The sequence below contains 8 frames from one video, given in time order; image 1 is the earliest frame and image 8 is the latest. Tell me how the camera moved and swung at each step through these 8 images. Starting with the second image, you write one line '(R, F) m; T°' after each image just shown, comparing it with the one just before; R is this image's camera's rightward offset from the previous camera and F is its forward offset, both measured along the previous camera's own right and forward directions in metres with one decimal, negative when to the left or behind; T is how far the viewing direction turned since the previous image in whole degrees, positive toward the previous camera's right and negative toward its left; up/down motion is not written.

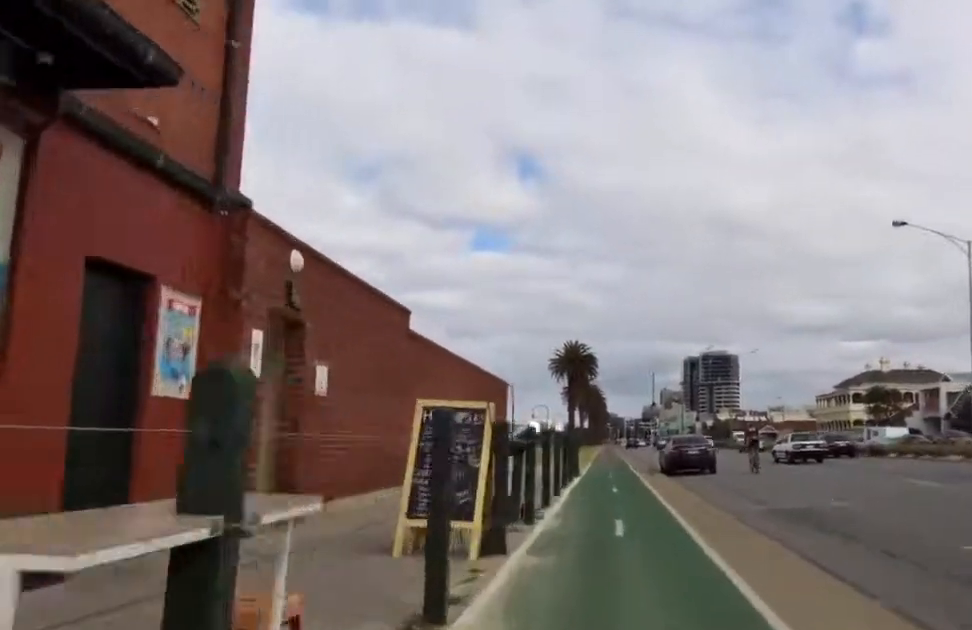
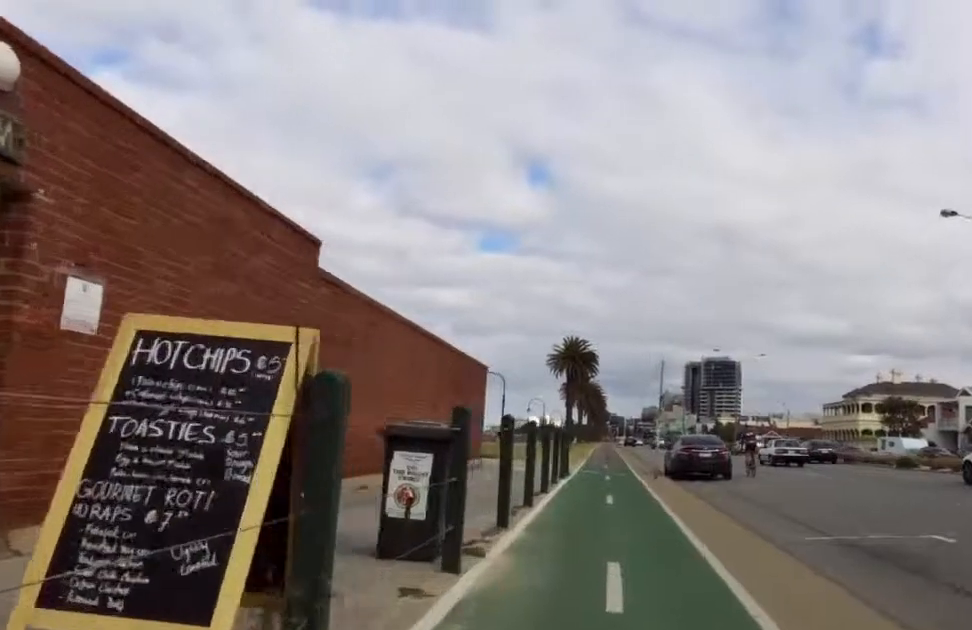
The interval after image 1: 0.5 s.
(+0.2, +4.4) m; +3°
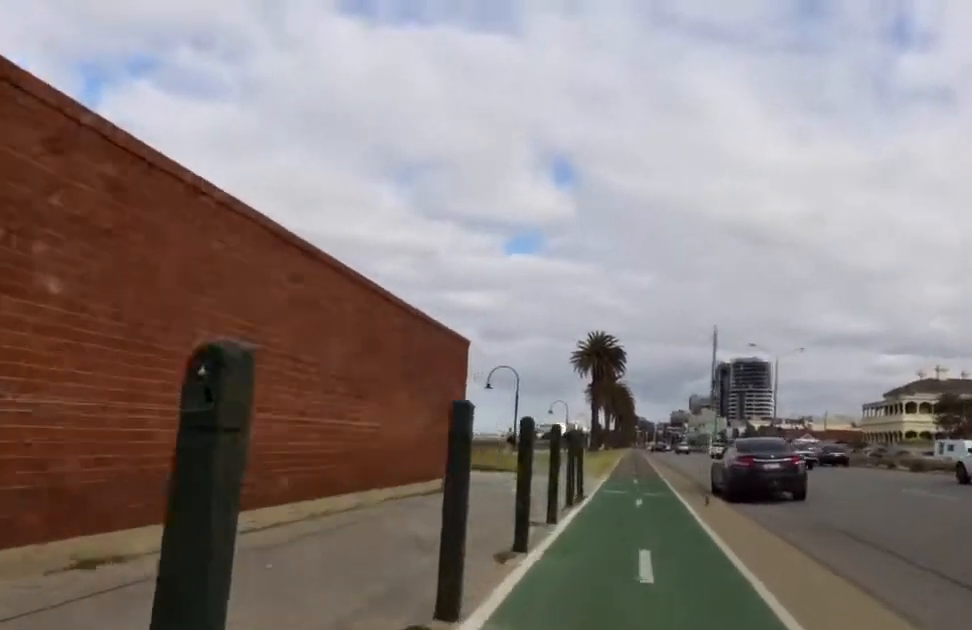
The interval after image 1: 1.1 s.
(+0.3, +6.3) m; +2°
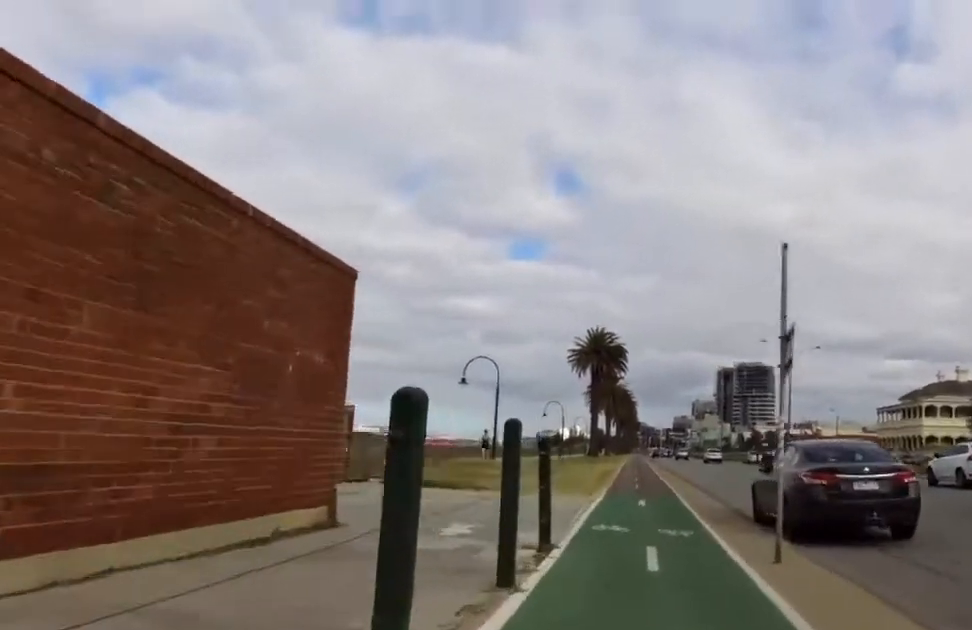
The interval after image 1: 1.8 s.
(+0.5, +6.5) m; -2°
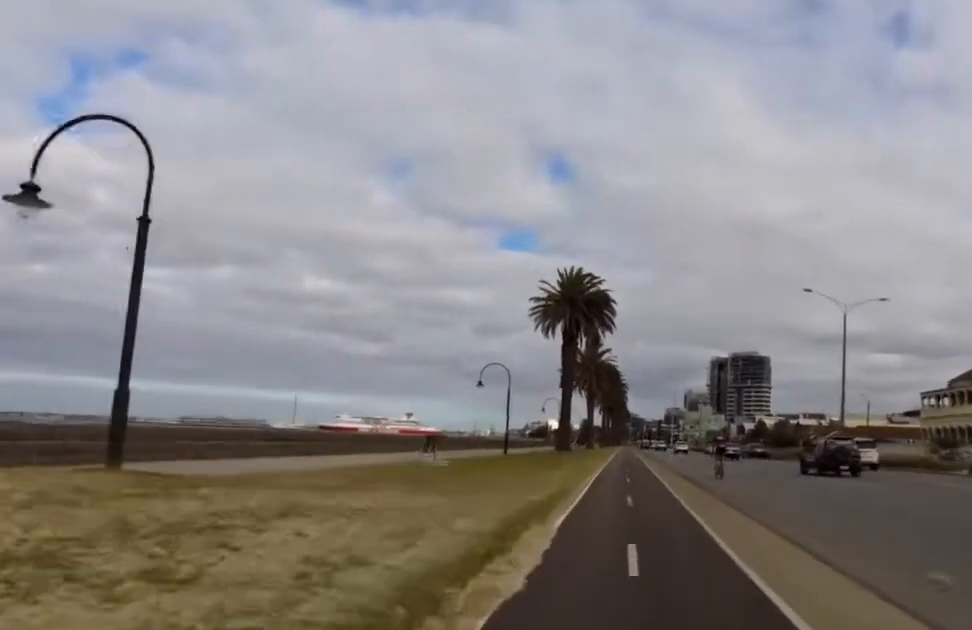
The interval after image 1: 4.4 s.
(-2.4, +23.4) m; -4°
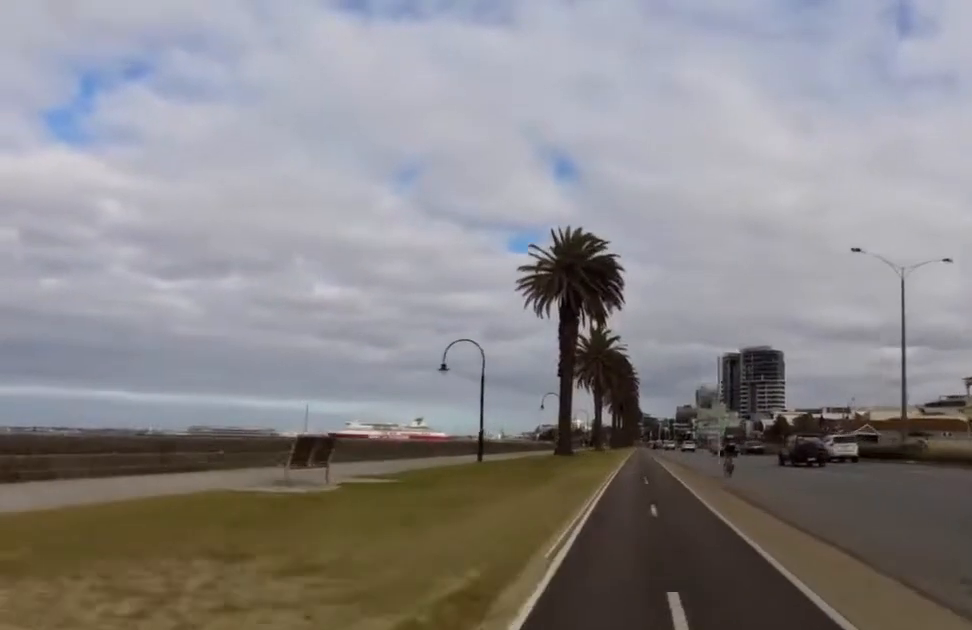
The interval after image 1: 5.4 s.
(-0.1, +10.1) m; 0°
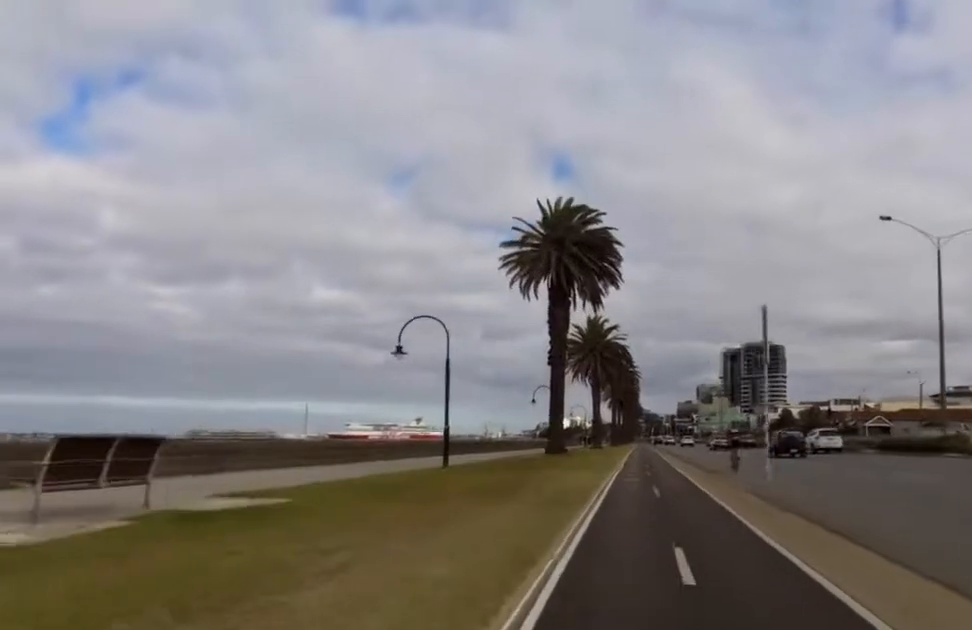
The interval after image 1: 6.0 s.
(-0.1, +5.7) m; 0°
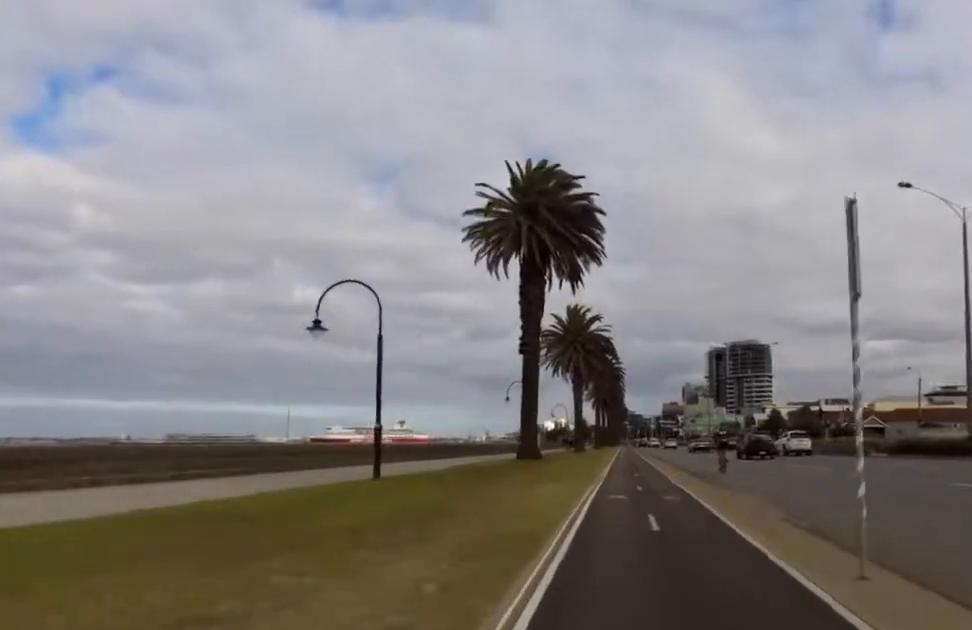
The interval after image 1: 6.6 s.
(+0.3, +5.2) m; 0°
